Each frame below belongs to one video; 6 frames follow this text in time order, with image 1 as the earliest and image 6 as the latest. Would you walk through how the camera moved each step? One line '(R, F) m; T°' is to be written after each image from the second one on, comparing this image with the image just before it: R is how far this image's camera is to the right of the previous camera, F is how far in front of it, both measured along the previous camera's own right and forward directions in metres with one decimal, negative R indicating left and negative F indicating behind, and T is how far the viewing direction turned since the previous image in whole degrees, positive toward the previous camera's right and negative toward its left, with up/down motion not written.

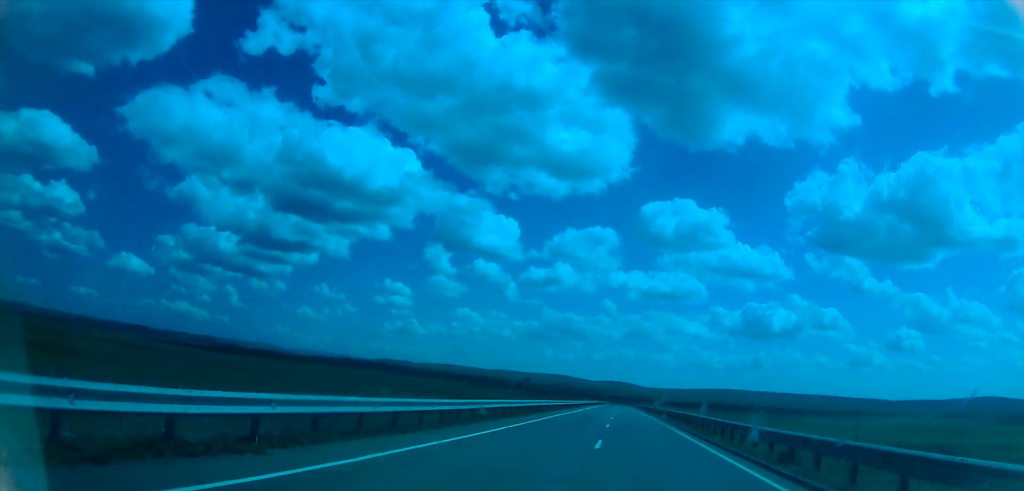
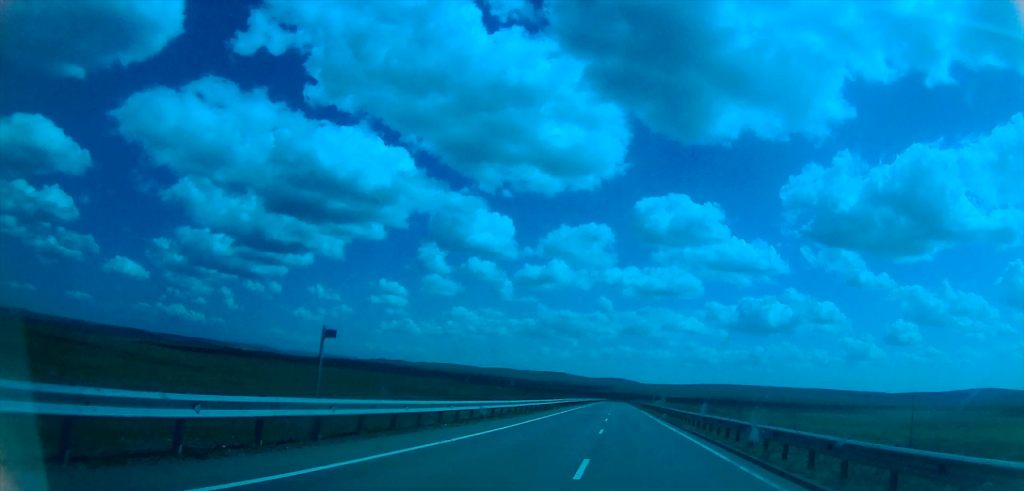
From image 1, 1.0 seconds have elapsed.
(-1.0, +29.9) m; +1°
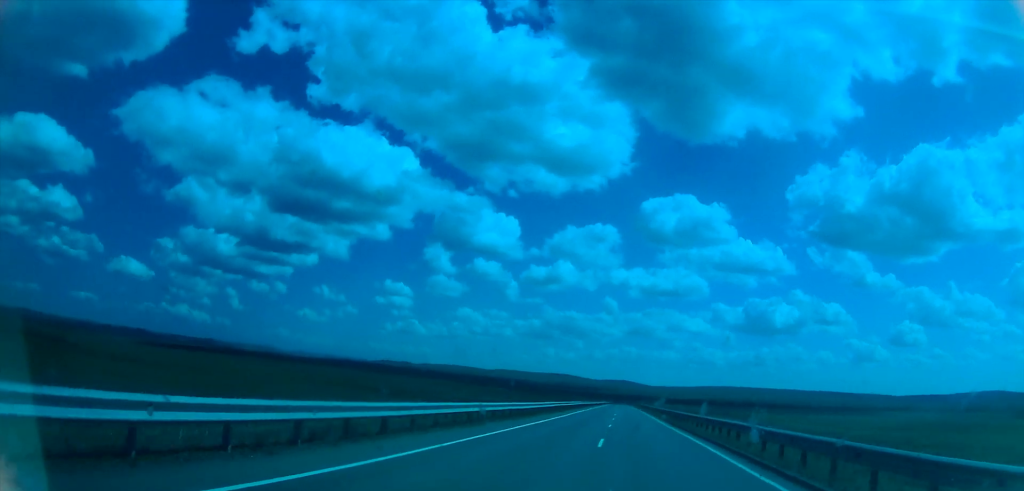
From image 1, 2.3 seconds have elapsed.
(+1.7, +40.2) m; +1°
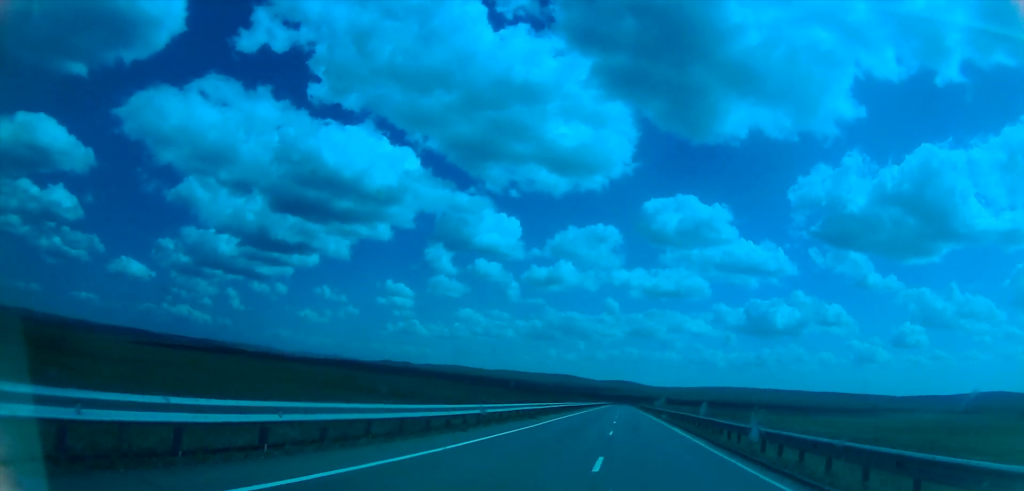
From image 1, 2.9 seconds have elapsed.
(-0.4, +17.1) m; -1°
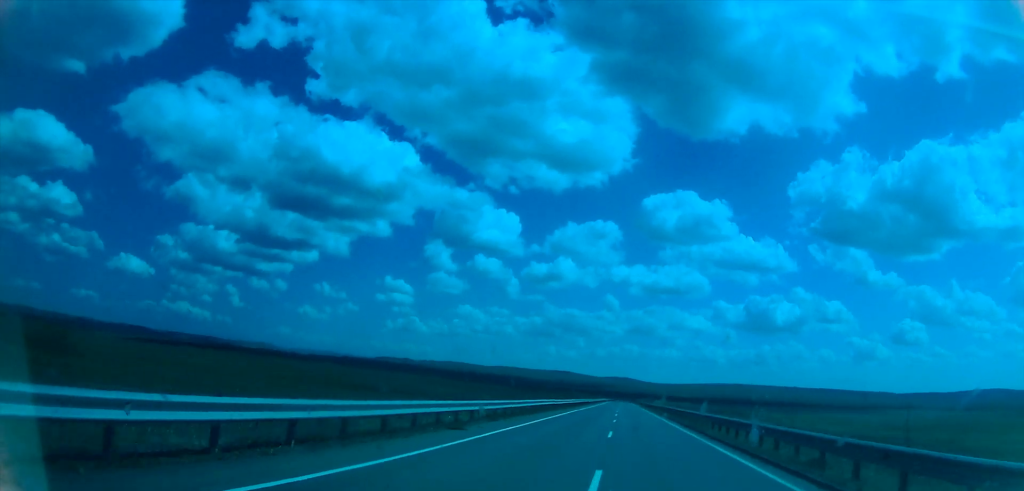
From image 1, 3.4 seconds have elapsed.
(-0.1, +15.2) m; 0°
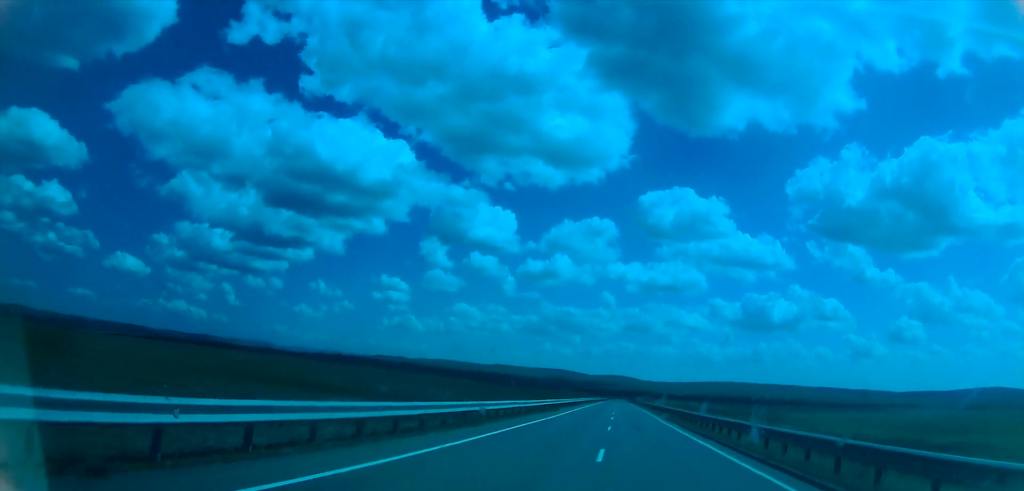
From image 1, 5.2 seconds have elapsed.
(0.0, +54.5) m; 0°
